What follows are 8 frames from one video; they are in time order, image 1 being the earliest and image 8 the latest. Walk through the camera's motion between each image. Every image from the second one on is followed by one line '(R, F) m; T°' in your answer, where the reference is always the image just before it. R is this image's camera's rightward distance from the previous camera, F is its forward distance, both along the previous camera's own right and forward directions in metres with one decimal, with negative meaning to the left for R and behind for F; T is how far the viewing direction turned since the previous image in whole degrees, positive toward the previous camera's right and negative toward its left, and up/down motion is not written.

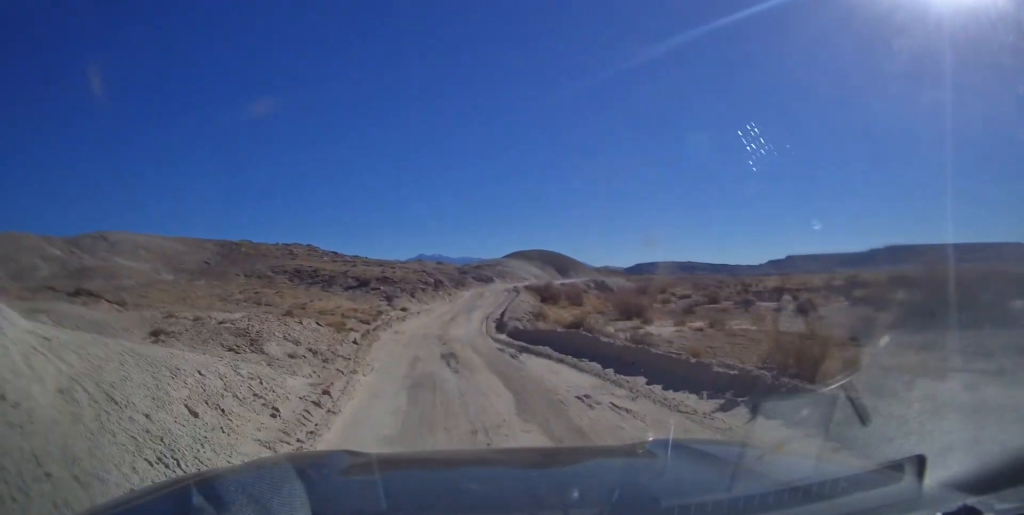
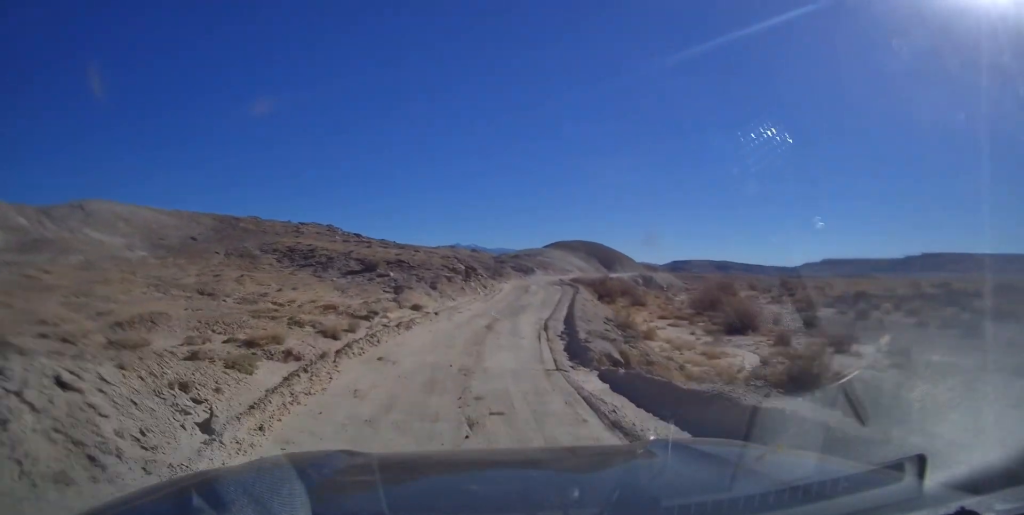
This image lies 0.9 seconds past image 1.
(0.0, +12.3) m; +2°
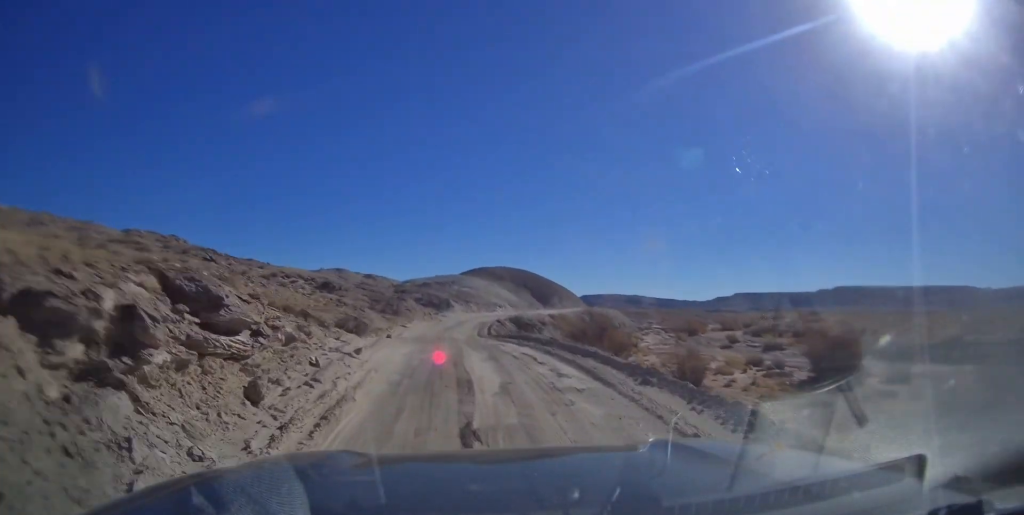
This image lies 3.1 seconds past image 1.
(+1.0, +29.9) m; +3°
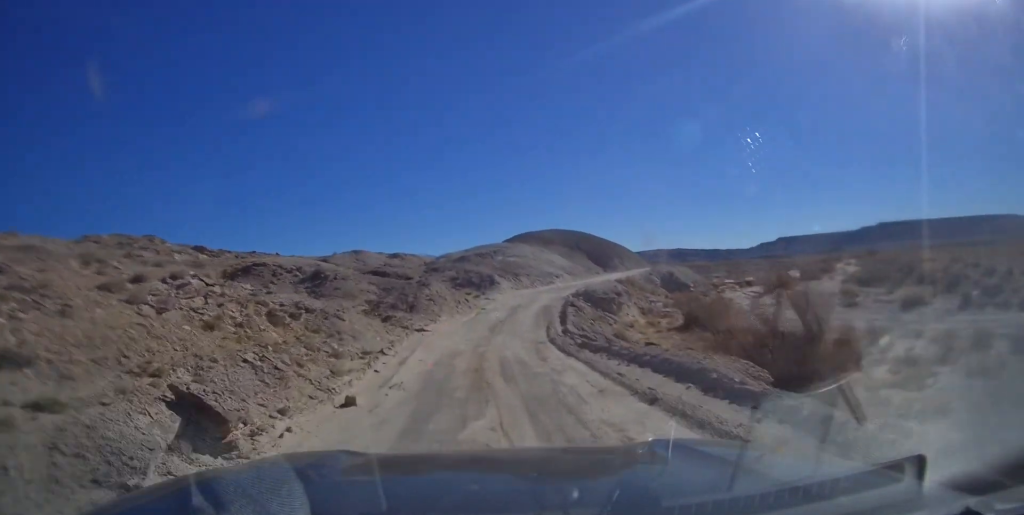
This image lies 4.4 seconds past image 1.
(+0.3, +15.4) m; +1°
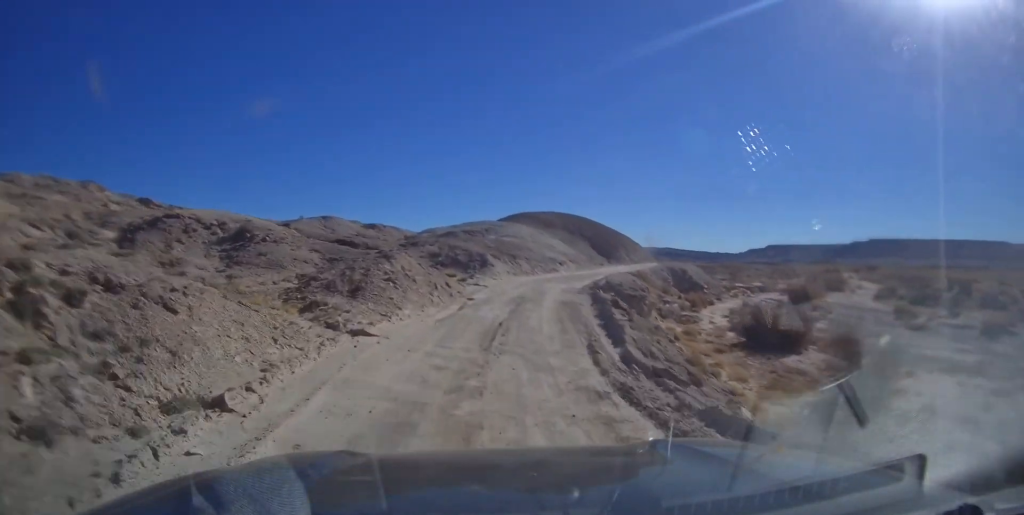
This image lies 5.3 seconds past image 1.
(+0.1, +10.9) m; +1°
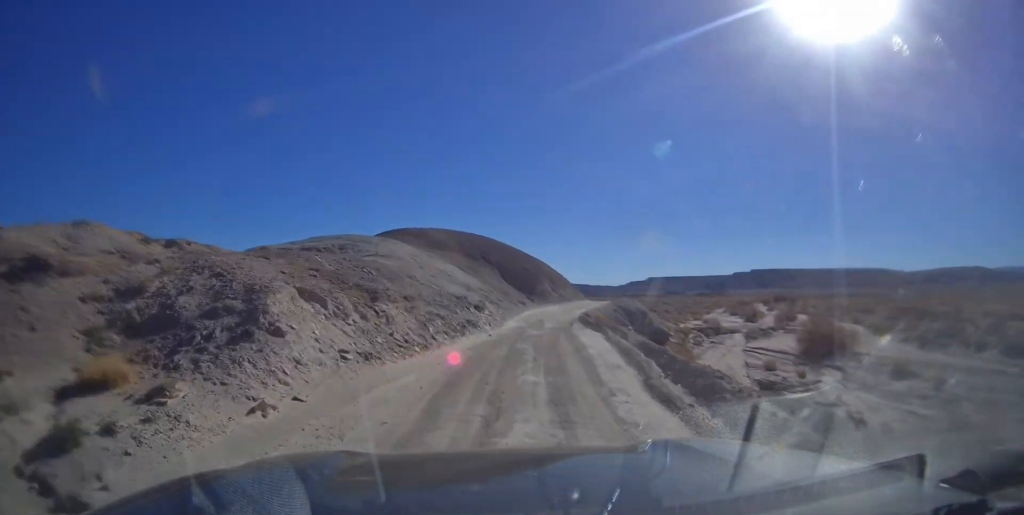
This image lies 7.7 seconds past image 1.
(+1.0, +25.9) m; +6°
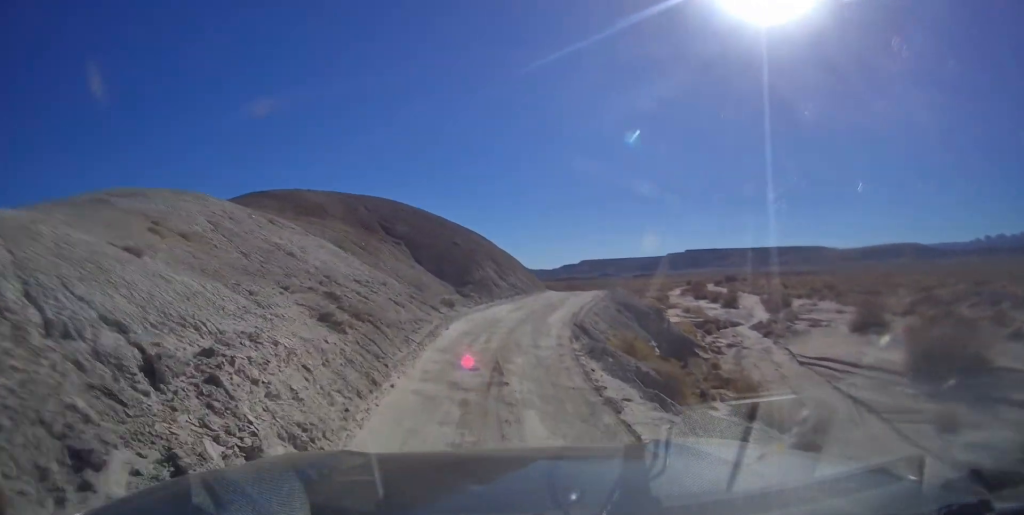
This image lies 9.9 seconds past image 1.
(+1.3, +21.7) m; +8°
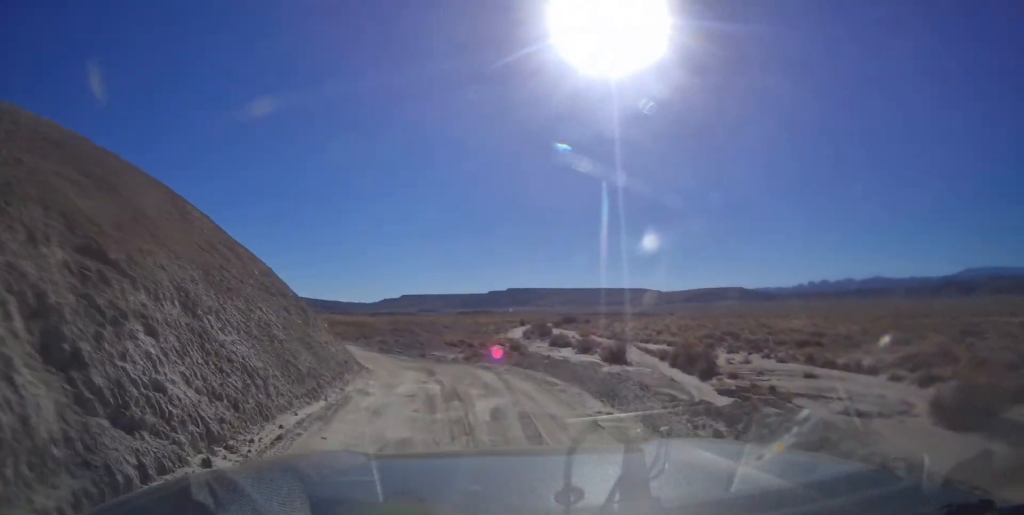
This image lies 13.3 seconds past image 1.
(+4.0, +29.9) m; +14°
